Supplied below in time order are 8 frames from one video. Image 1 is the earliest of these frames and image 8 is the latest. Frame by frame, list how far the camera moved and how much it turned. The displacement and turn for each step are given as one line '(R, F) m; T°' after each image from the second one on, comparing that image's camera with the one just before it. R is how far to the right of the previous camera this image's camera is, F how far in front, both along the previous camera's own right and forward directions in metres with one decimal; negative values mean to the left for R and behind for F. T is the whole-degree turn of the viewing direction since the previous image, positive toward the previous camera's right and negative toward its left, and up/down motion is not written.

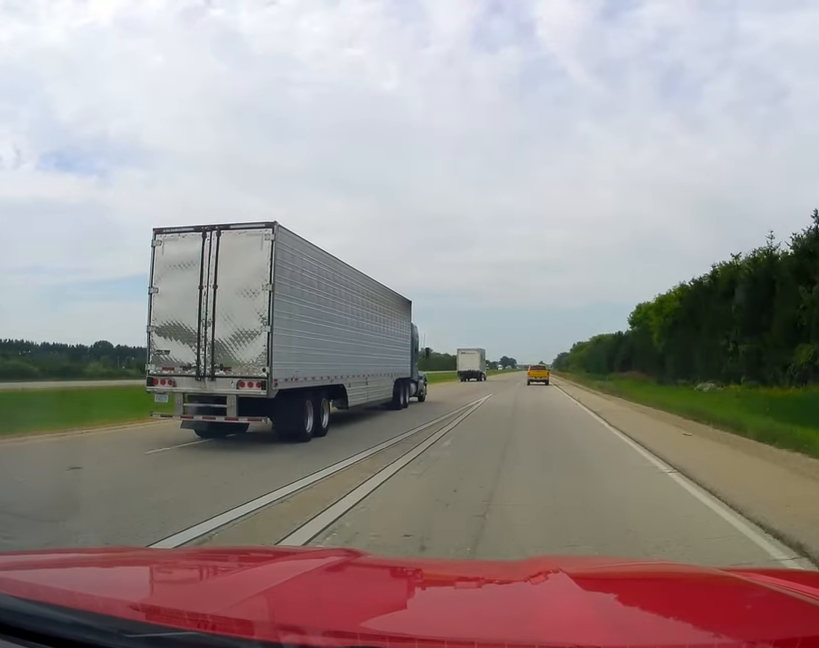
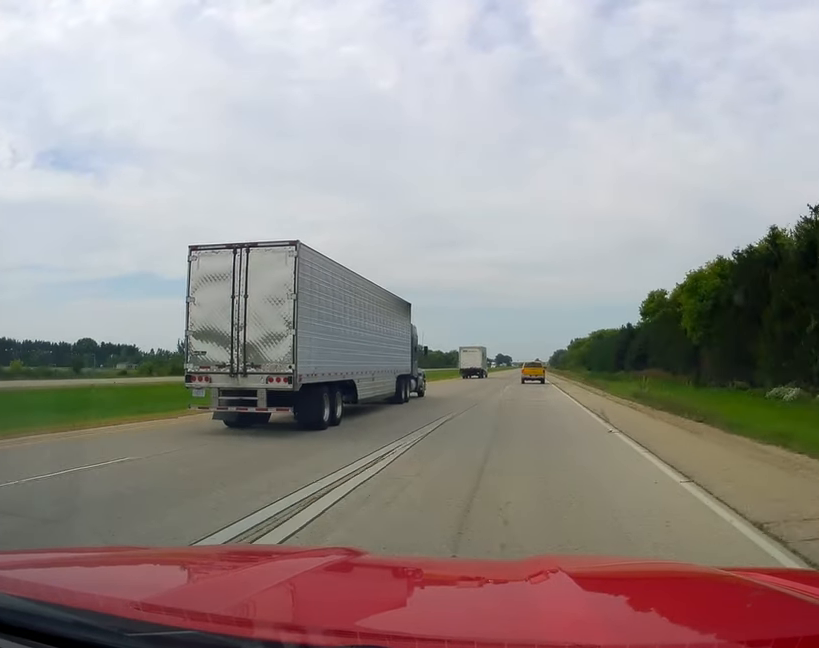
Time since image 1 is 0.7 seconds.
(+0.4, +20.0) m; +1°
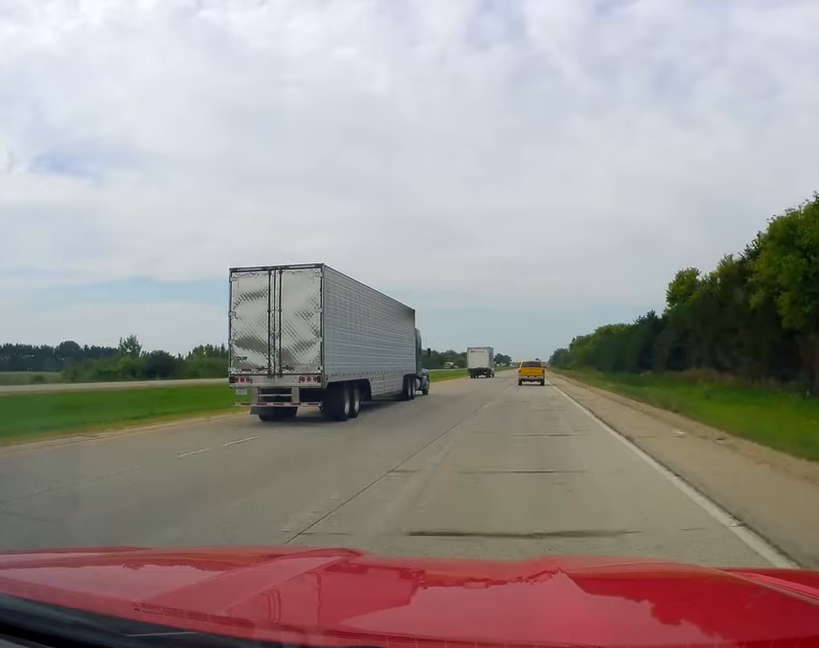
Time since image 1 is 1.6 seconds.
(-0.2, +25.9) m; -1°
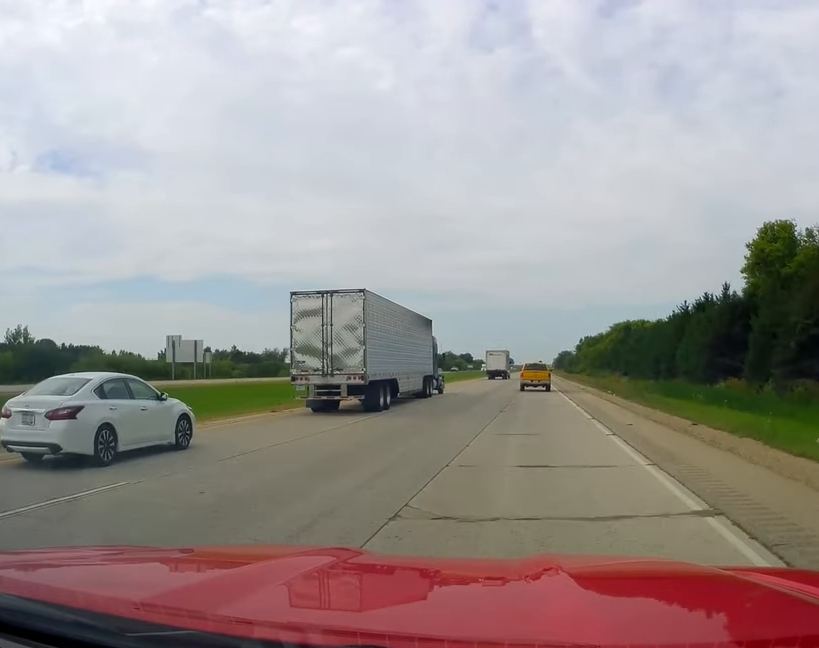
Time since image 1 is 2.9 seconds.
(0.0, +37.4) m; +1°
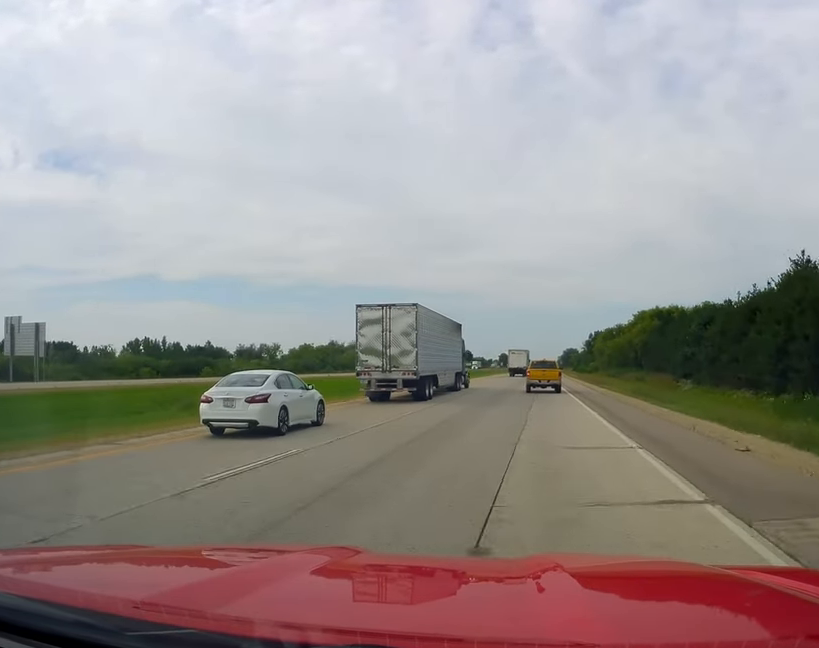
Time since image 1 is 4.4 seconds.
(+0.6, +42.2) m; +1°
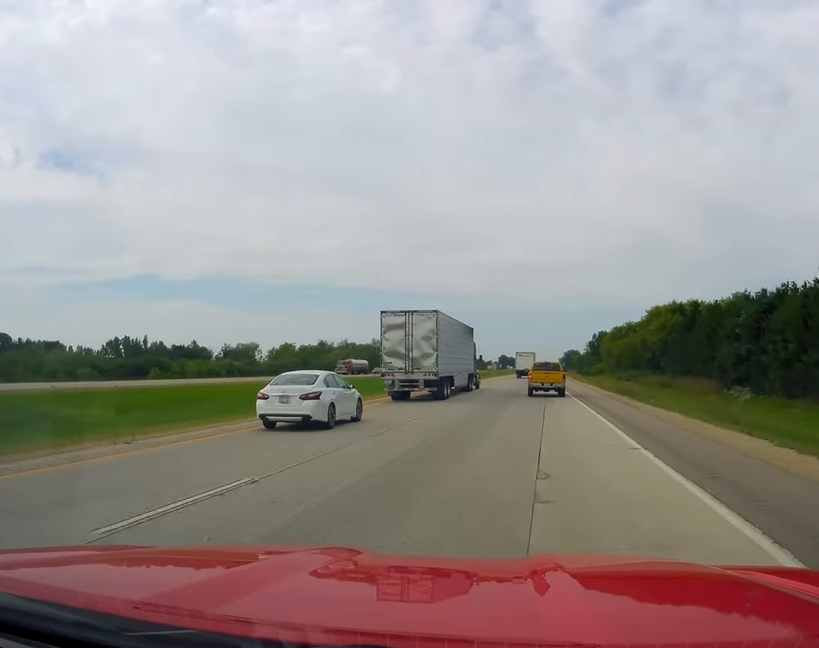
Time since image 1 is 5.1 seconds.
(0.0, +18.3) m; 0°
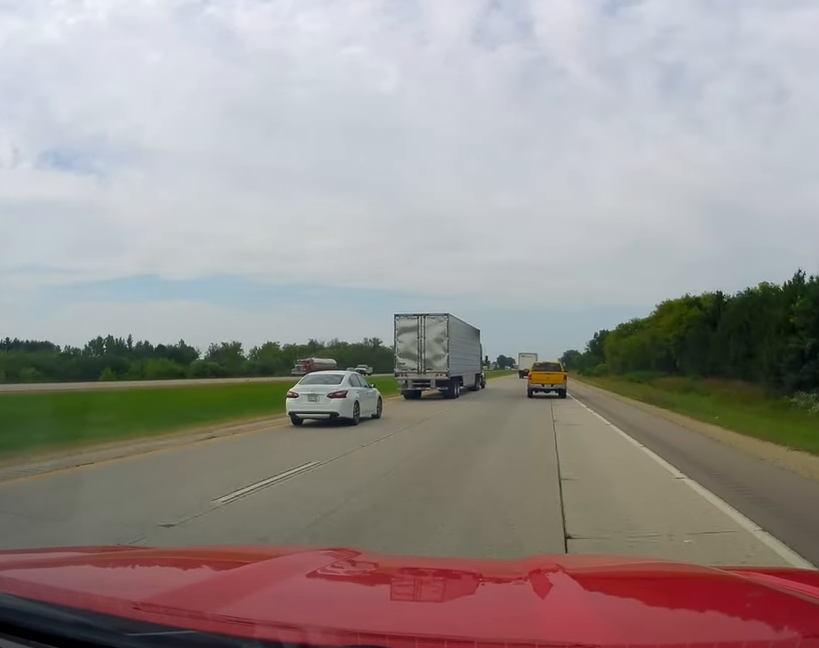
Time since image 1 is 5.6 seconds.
(+0.1, +12.4) m; 0°
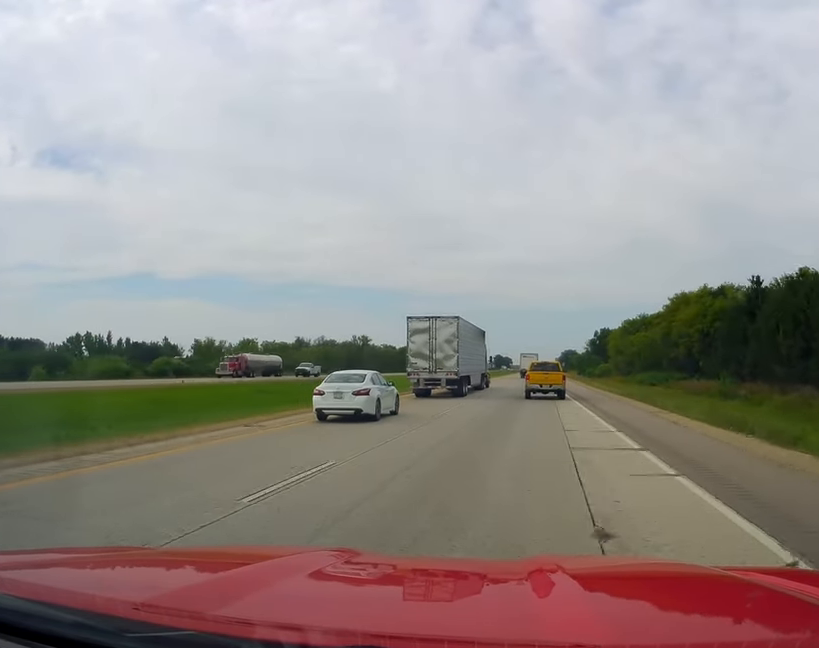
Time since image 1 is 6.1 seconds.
(-0.1, +15.3) m; -1°
